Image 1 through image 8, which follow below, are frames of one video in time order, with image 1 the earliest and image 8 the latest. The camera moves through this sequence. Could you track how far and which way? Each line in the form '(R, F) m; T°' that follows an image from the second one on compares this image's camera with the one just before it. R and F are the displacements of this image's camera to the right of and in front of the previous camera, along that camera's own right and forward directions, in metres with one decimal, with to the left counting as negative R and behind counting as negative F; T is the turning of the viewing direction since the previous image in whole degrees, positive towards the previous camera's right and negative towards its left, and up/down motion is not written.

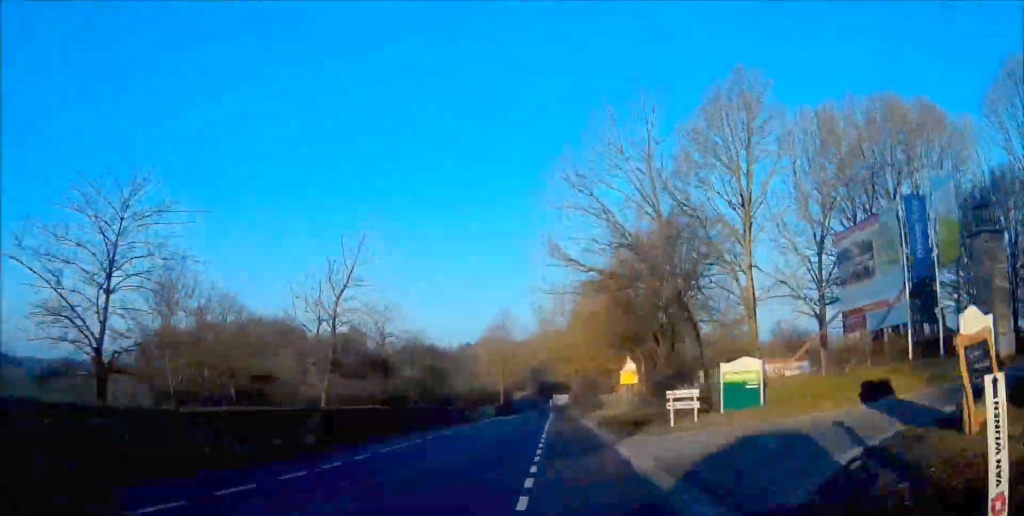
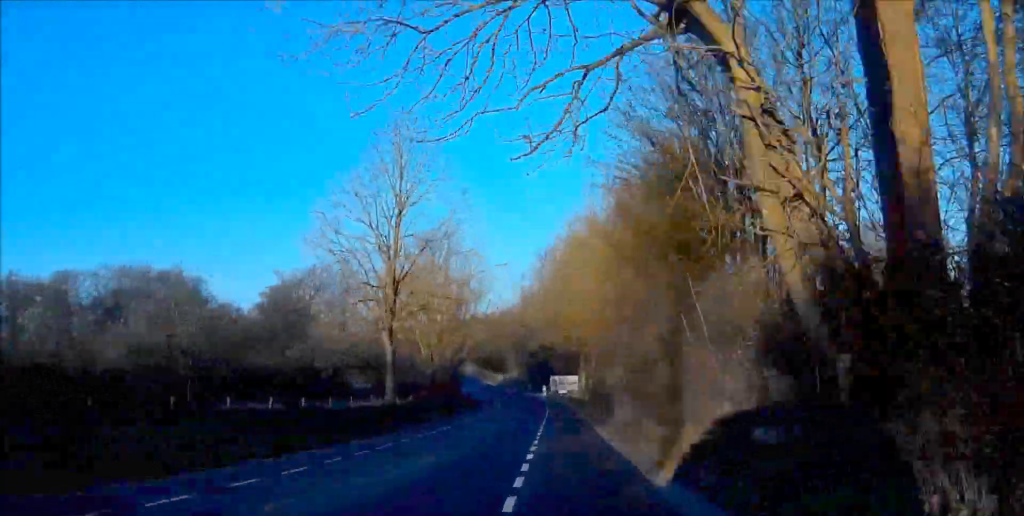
(-1.2, +69.8) m; -2°
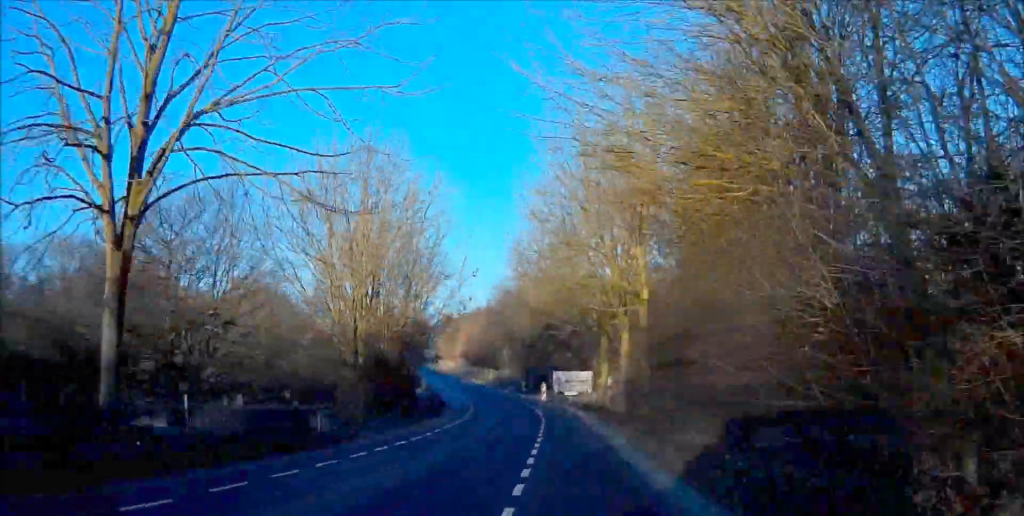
(-0.1, +23.7) m; -2°
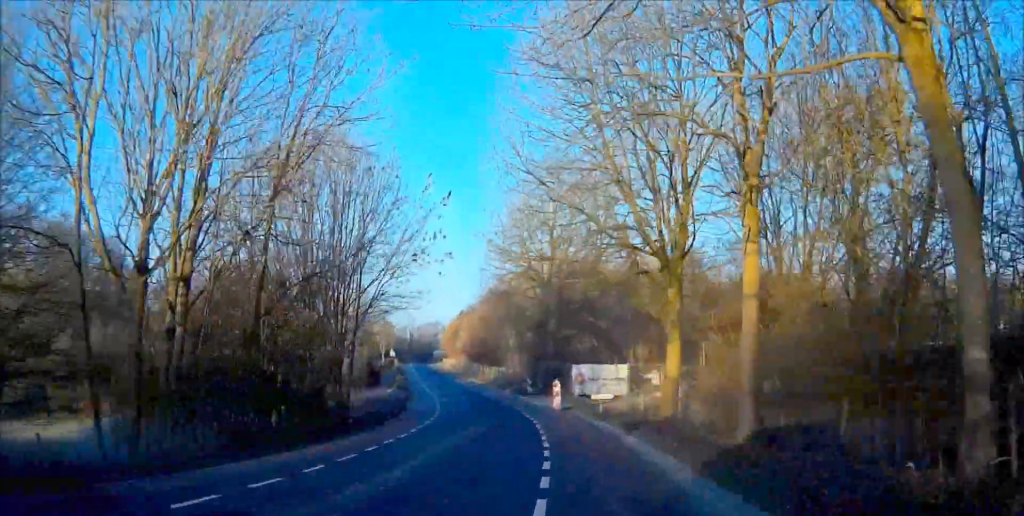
(0.0, +20.5) m; -3°
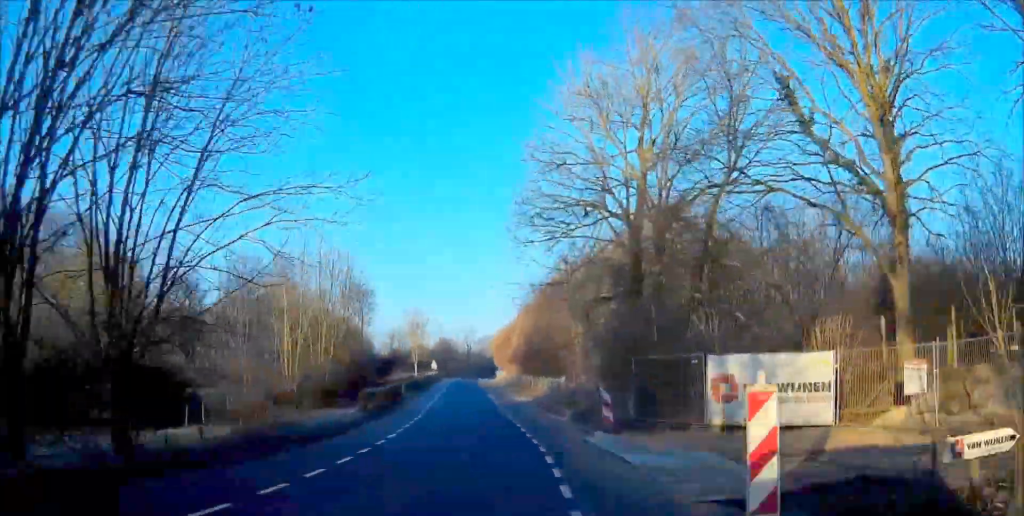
(-1.1, +25.5) m; -5°
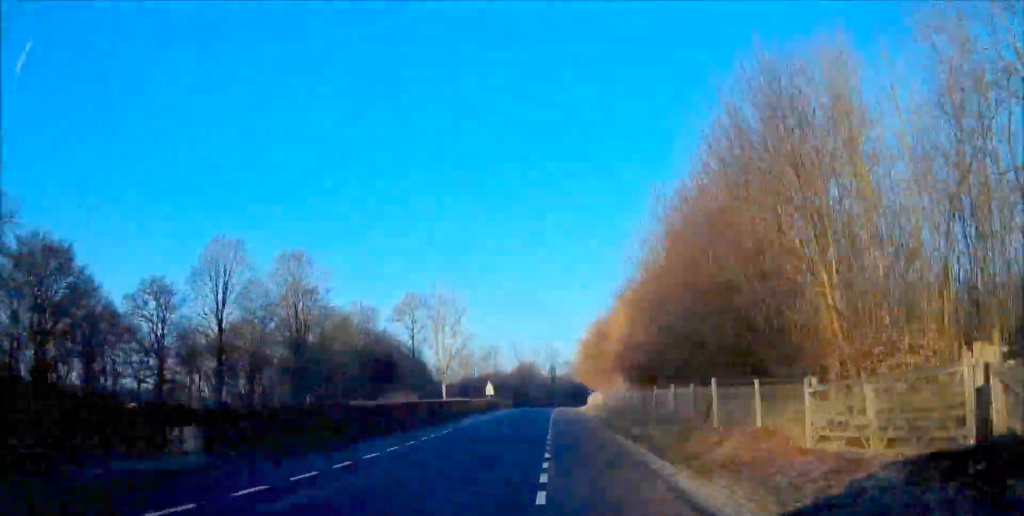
(-3.1, +41.6) m; -6°
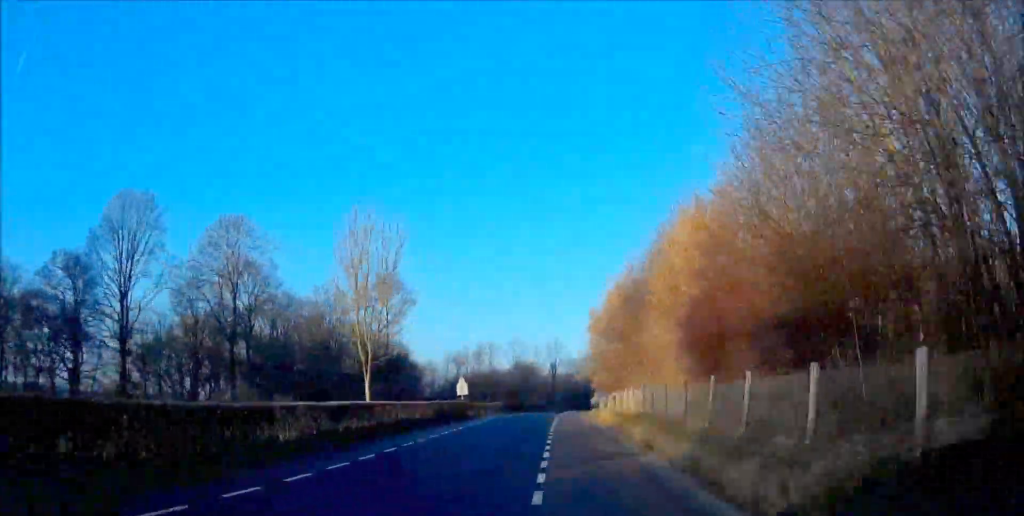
(-0.5, +22.2) m; -1°
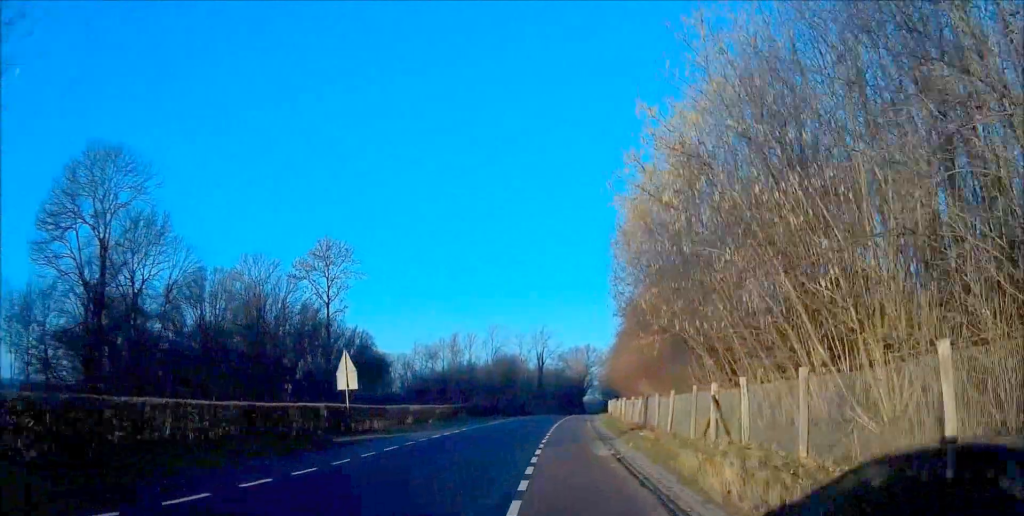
(+0.2, +28.3) m; +2°
